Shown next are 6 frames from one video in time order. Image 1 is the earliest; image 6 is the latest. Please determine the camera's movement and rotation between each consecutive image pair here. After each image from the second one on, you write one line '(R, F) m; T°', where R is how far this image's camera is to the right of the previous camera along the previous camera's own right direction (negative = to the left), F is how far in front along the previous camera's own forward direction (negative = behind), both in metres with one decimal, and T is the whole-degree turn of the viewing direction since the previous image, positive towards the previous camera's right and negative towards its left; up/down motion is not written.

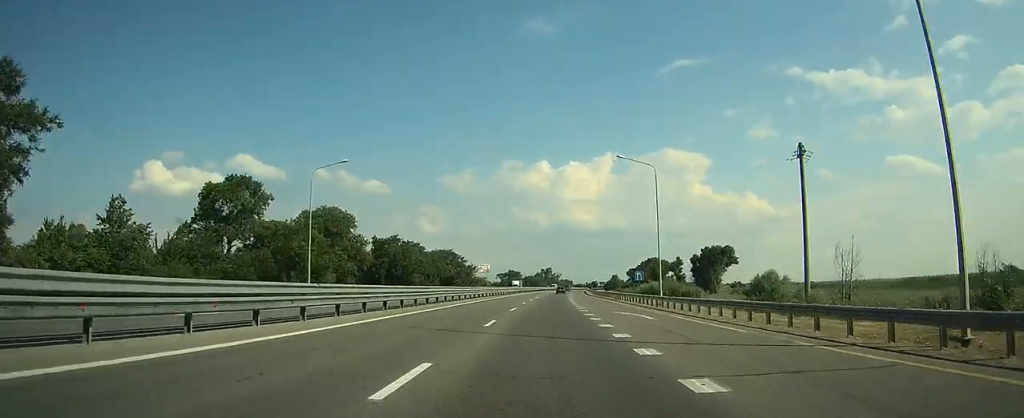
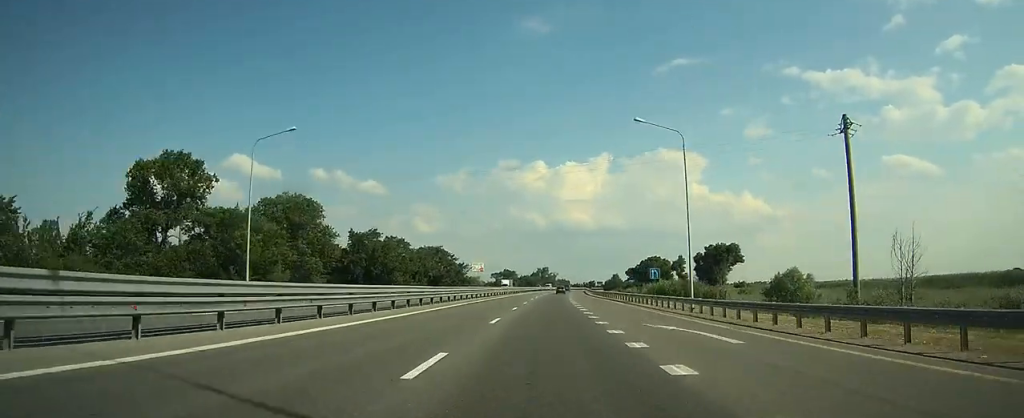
(0.0, +10.5) m; 0°
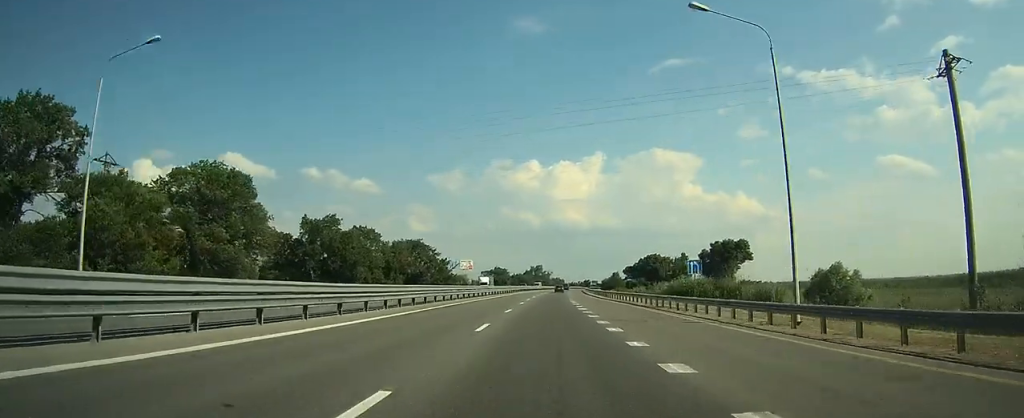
(+0.1, +15.8) m; +1°
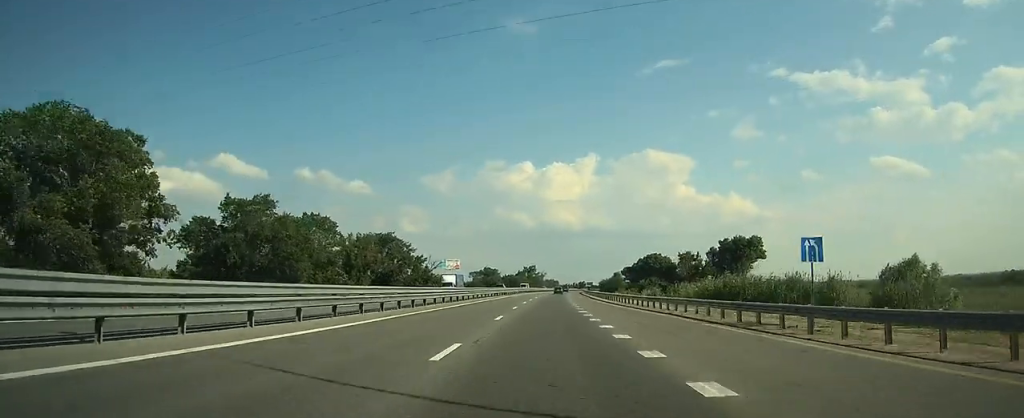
(+0.1, +17.7) m; +1°
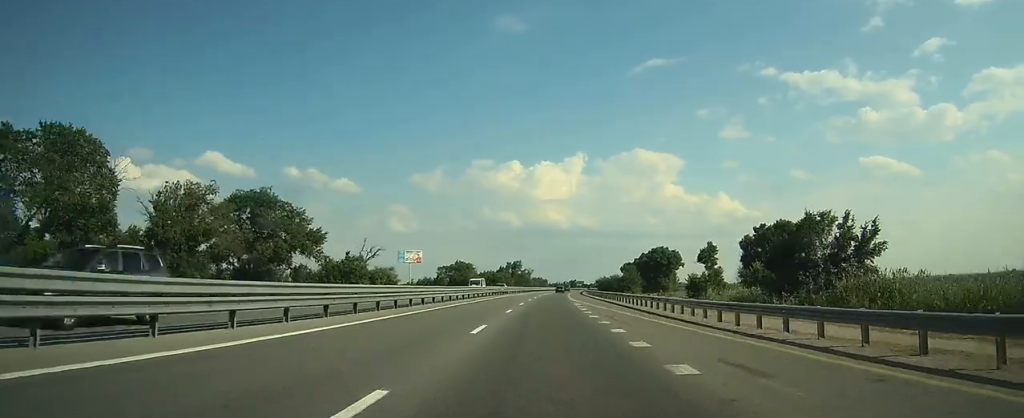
(+0.8, +42.6) m; +2°
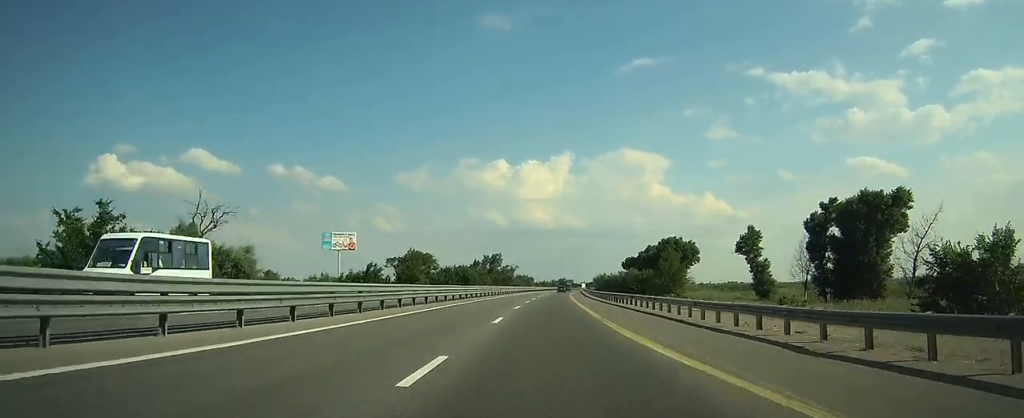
(+0.6, +44.6) m; +1°
